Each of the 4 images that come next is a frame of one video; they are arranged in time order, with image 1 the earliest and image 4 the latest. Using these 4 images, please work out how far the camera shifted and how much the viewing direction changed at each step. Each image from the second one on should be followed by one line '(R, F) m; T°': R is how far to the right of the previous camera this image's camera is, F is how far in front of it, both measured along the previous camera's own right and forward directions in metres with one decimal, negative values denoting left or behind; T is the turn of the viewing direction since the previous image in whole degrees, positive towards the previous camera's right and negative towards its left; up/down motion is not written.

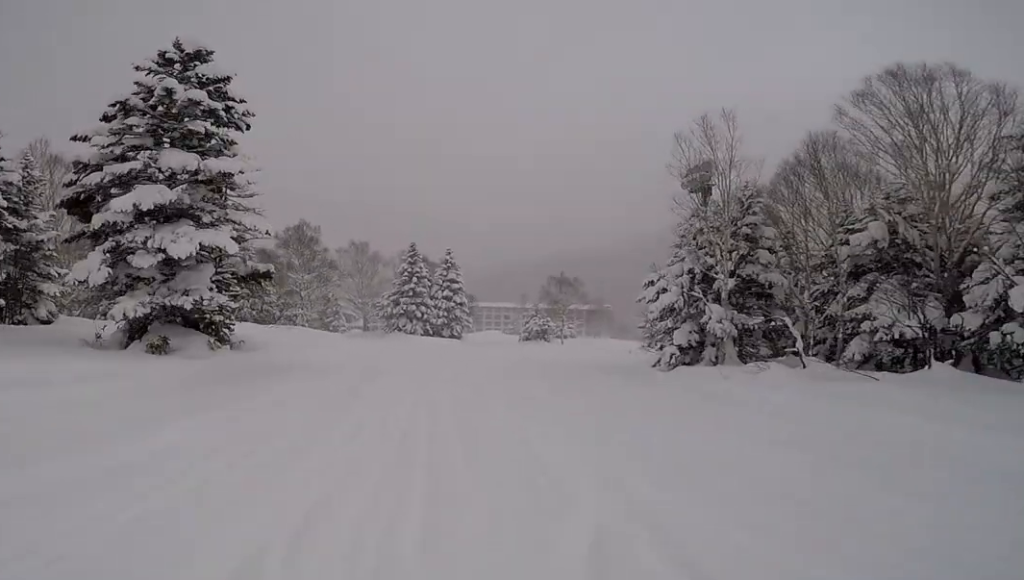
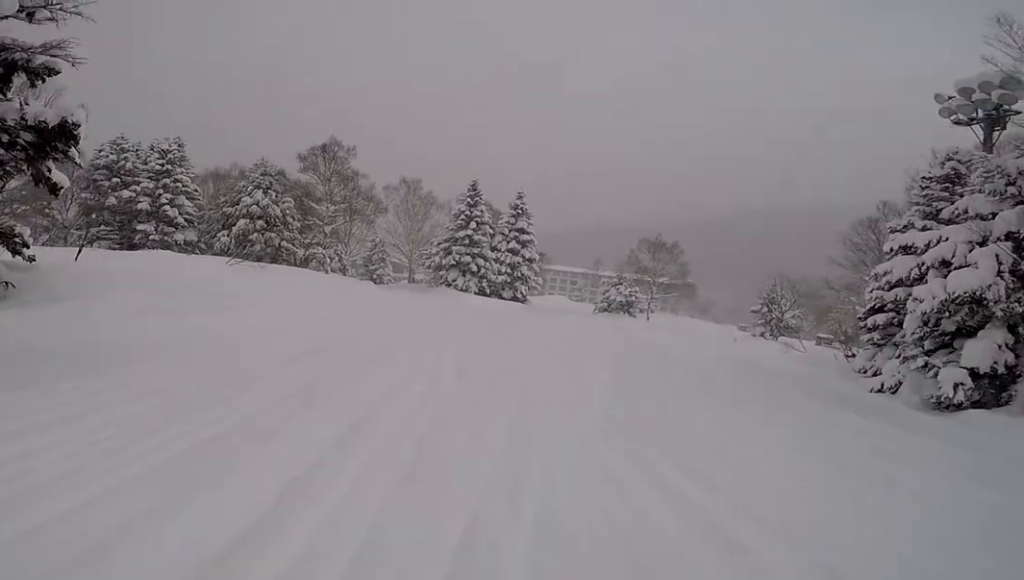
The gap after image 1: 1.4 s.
(-0.6, +9.8) m; -20°
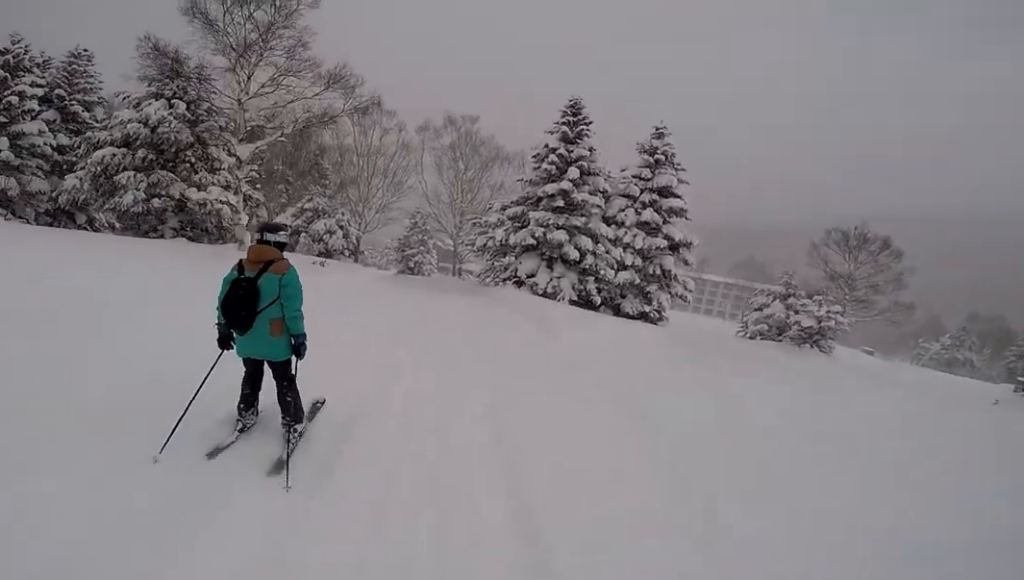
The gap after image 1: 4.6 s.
(+0.5, +19.8) m; -5°
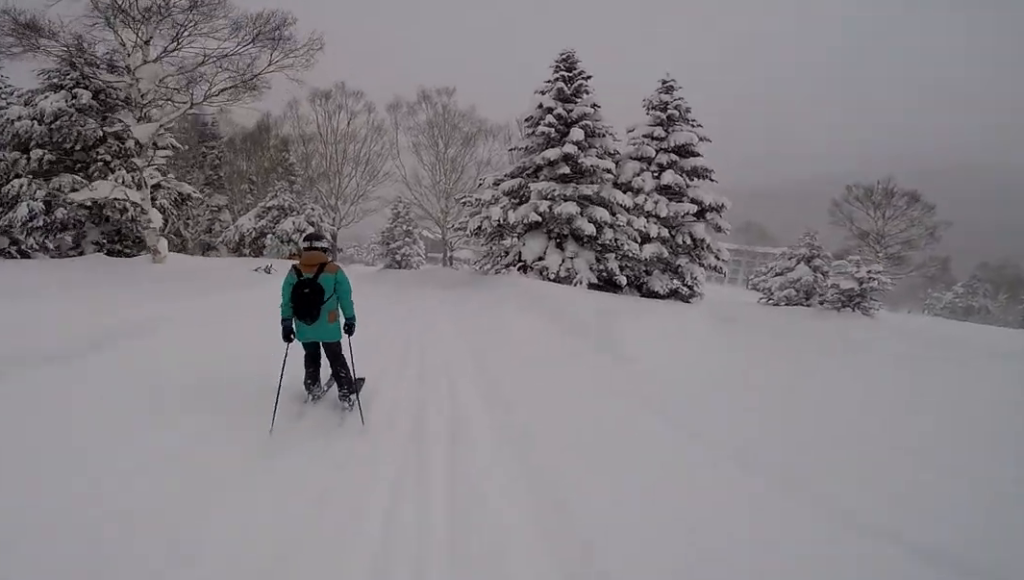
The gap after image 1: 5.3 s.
(-0.6, +3.8) m; -8°
